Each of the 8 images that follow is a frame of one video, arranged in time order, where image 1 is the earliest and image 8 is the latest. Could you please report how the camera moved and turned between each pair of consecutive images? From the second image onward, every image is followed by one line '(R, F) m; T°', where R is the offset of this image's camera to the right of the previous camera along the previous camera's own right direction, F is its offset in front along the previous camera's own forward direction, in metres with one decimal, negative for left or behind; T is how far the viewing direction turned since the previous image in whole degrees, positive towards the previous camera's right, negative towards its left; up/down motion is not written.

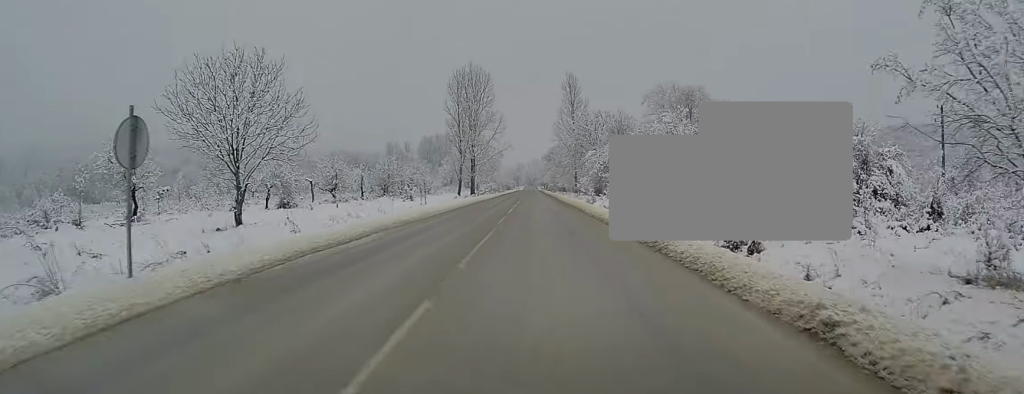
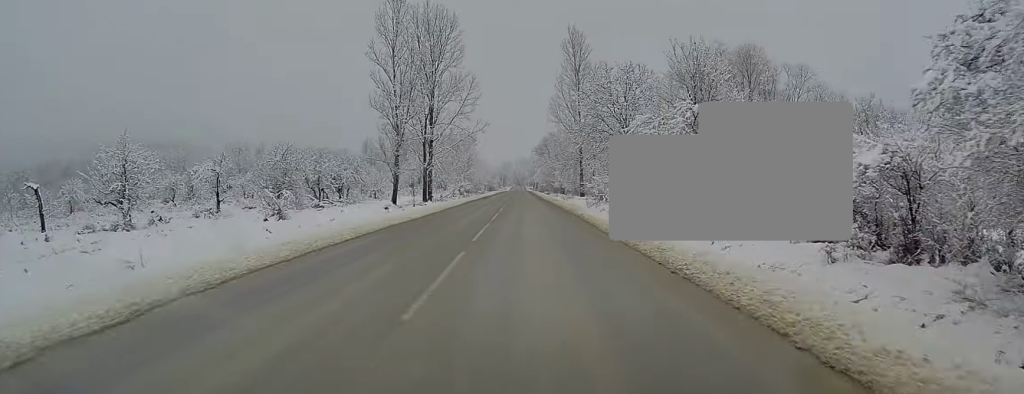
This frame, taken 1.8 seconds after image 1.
(+0.5, +40.0) m; +1°
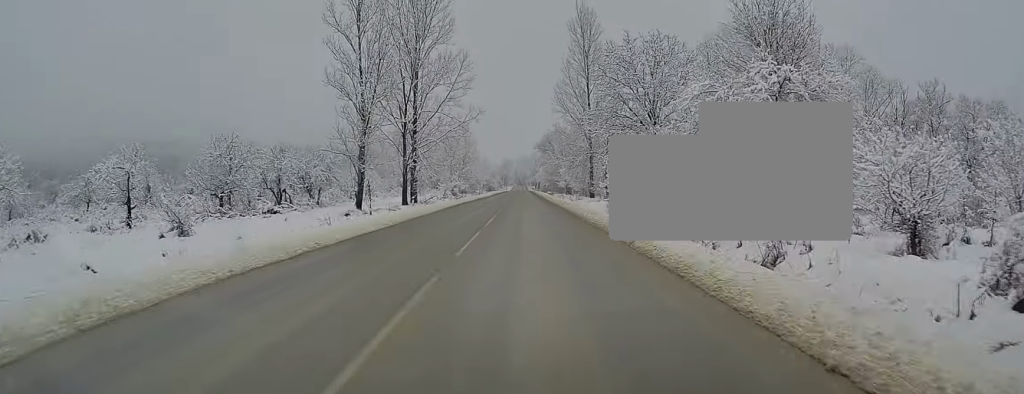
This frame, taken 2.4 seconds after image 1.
(0.0, +12.4) m; 0°
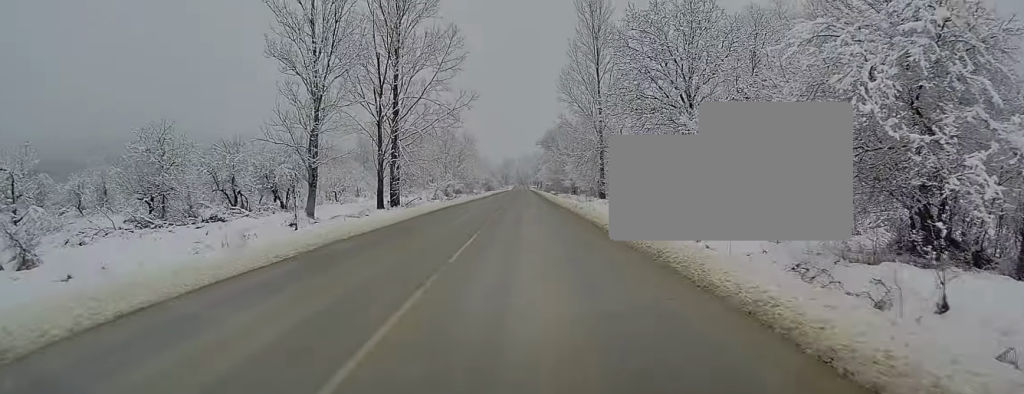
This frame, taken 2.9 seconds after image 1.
(0.0, +10.2) m; 0°
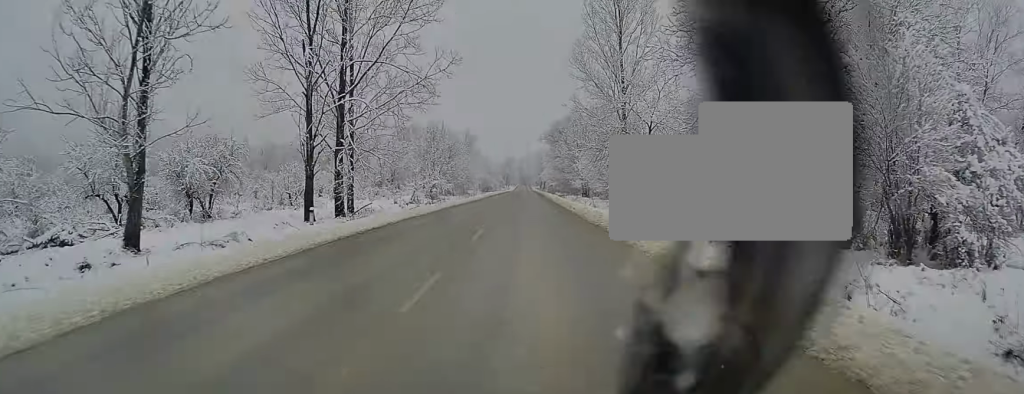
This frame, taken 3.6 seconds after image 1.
(0.0, +16.0) m; 0°
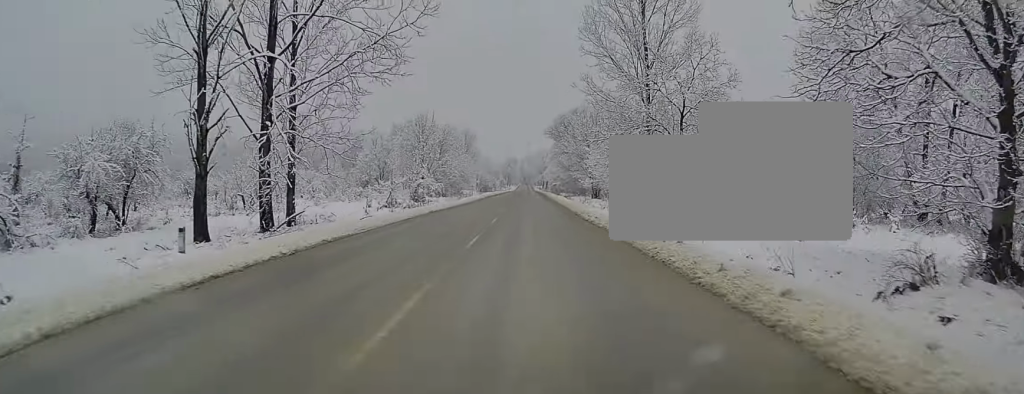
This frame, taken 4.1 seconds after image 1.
(0.0, +10.9) m; 0°
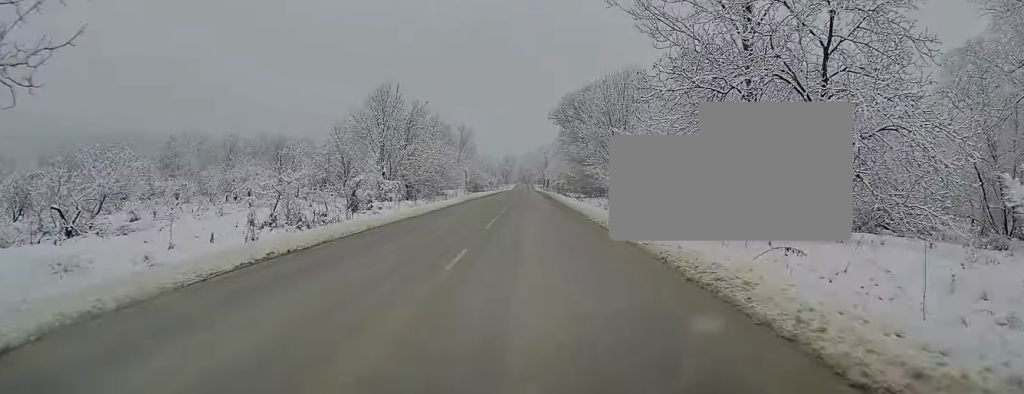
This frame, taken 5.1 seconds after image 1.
(0.0, +21.8) m; 0°
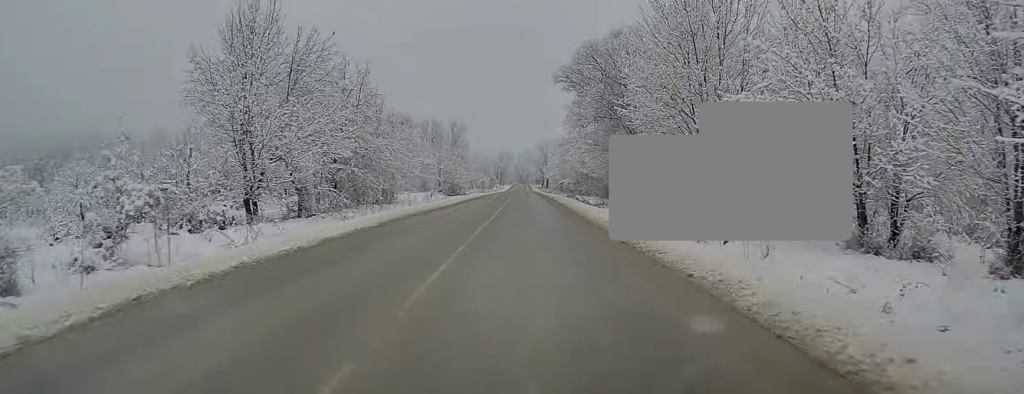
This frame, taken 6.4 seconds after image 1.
(0.0, +28.6) m; 0°
